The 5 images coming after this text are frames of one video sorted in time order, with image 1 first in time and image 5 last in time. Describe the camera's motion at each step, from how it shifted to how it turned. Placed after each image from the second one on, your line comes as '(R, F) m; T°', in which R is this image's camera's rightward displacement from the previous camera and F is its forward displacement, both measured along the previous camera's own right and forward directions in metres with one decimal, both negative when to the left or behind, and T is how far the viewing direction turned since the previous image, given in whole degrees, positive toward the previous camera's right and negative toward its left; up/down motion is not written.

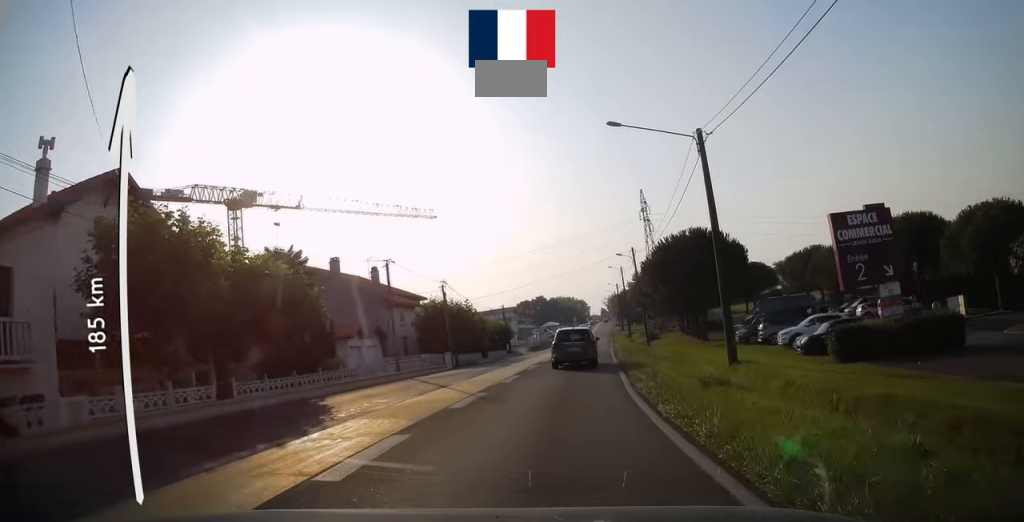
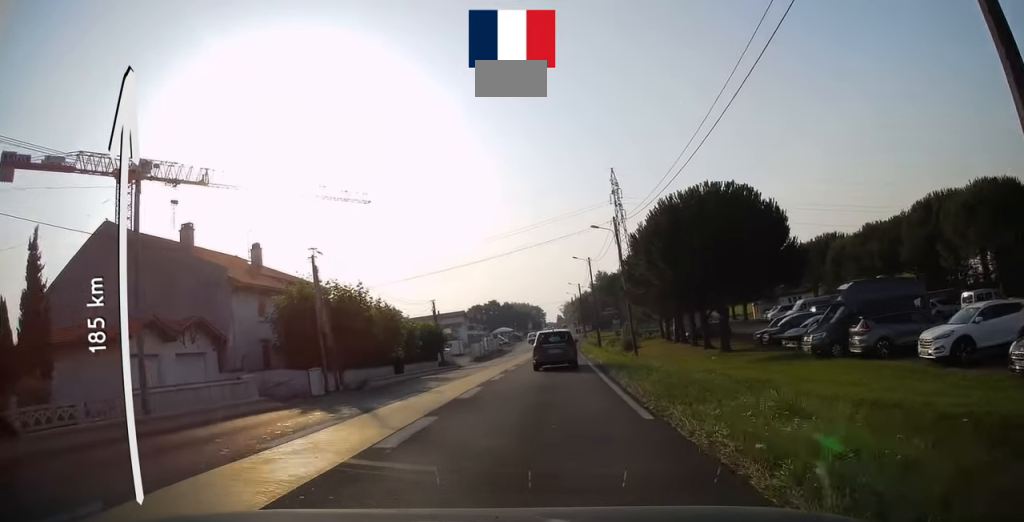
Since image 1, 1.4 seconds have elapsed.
(+0.5, +17.4) m; +3°
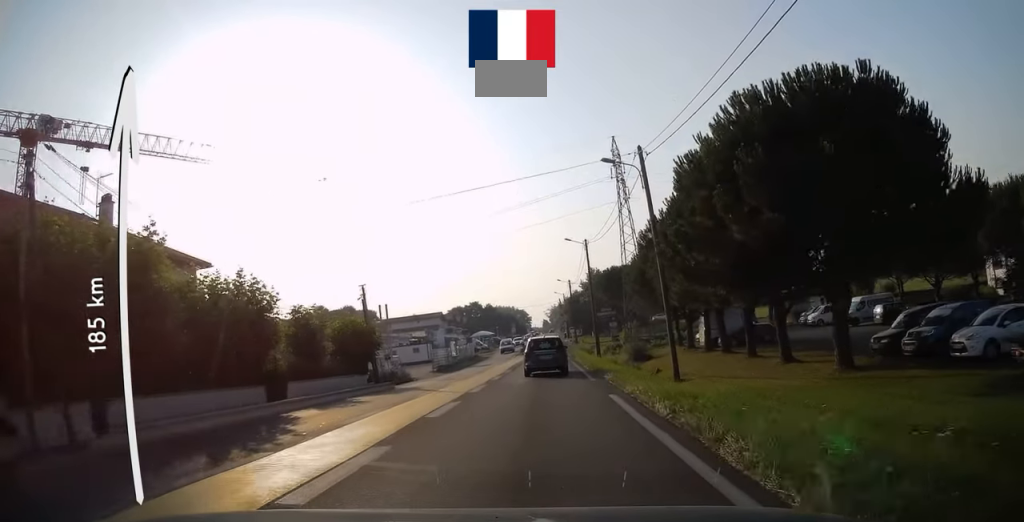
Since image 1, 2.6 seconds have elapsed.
(+0.2, +16.0) m; 0°
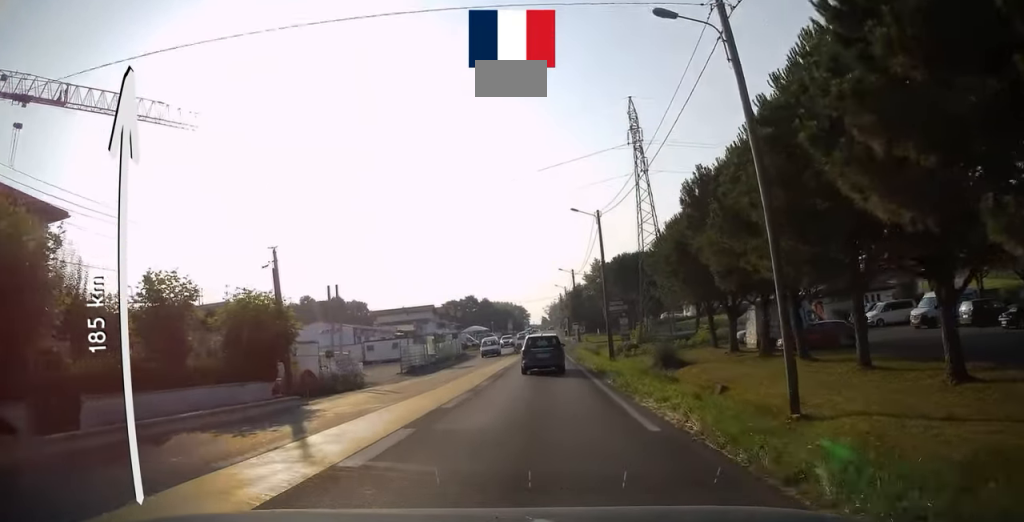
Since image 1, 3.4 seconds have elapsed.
(-0.2, +11.6) m; 0°
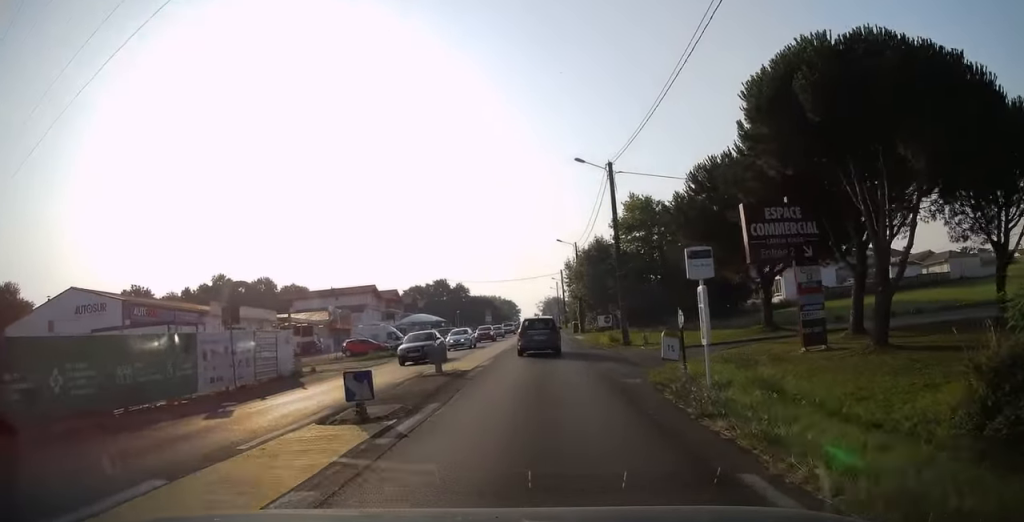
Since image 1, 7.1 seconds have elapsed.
(+1.1, +50.7) m; +2°
